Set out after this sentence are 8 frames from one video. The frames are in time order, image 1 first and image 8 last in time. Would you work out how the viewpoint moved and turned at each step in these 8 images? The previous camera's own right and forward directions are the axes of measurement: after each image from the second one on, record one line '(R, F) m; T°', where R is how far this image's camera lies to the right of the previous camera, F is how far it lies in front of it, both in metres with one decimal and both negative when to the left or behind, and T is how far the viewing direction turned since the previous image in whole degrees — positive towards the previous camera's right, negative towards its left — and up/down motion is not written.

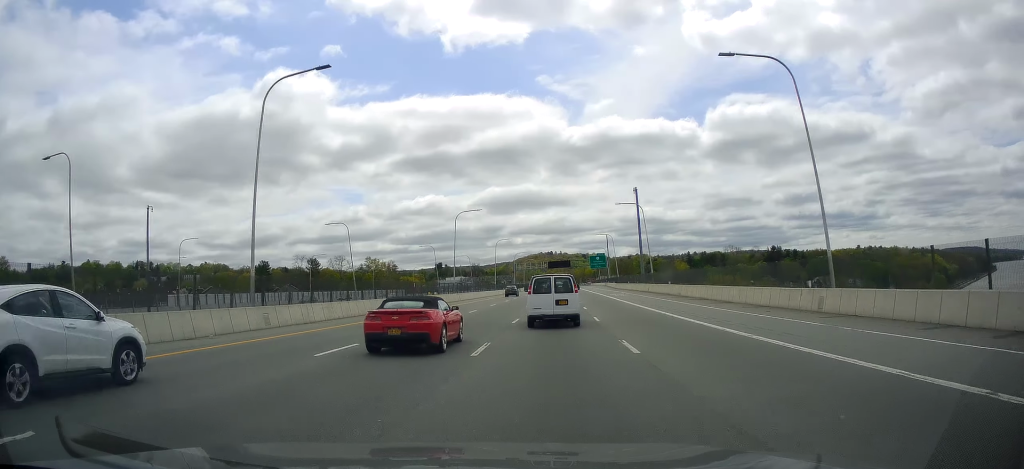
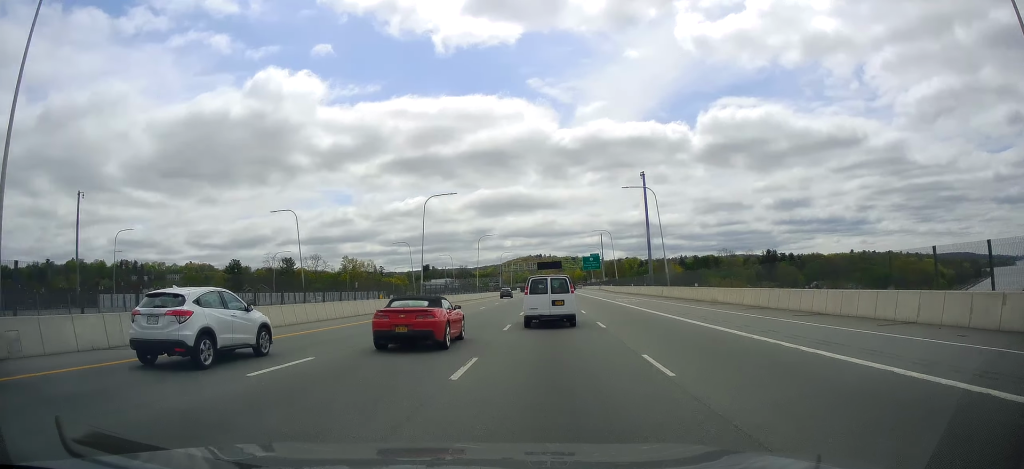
(+0.4, +15.5) m; +1°
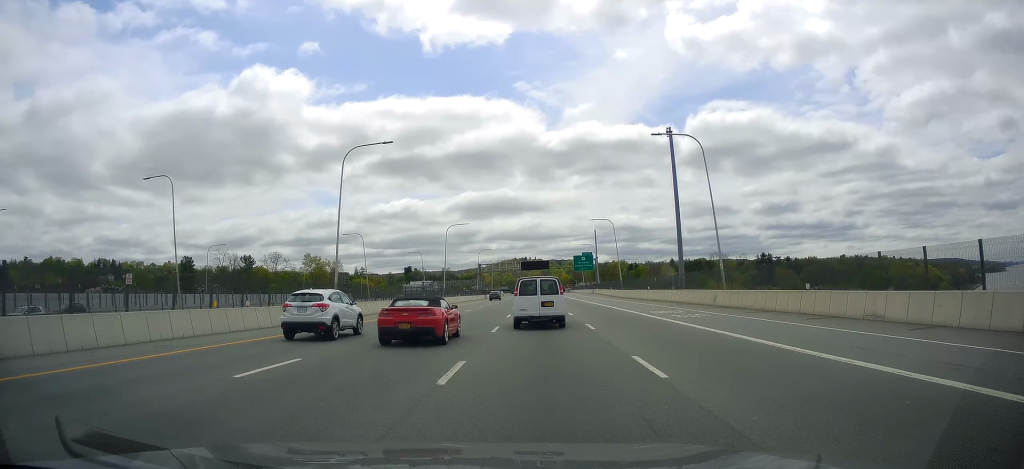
(+0.2, +24.2) m; +1°
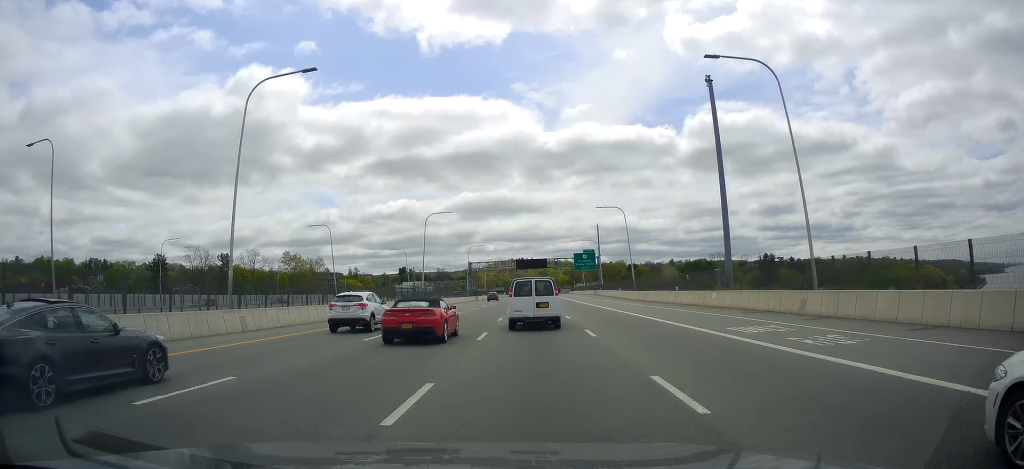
(+0.1, +14.8) m; +1°
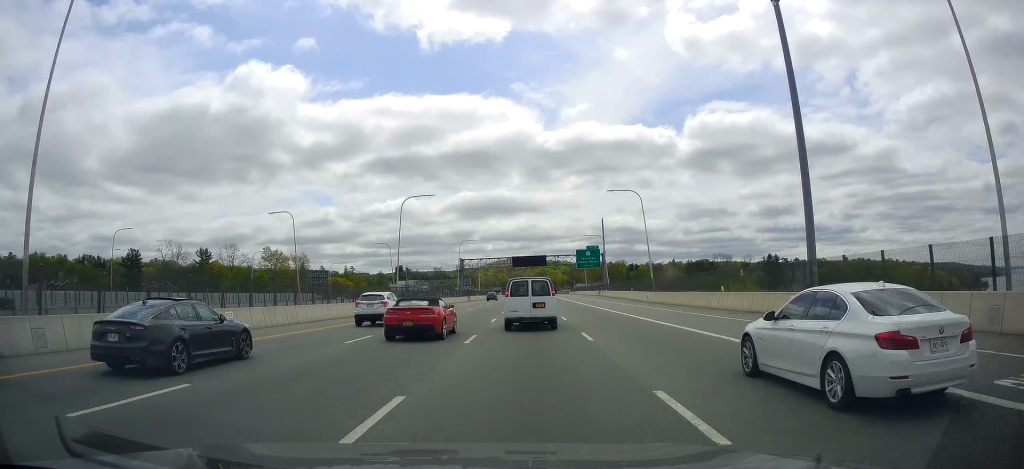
(+0.1, +13.3) m; 0°
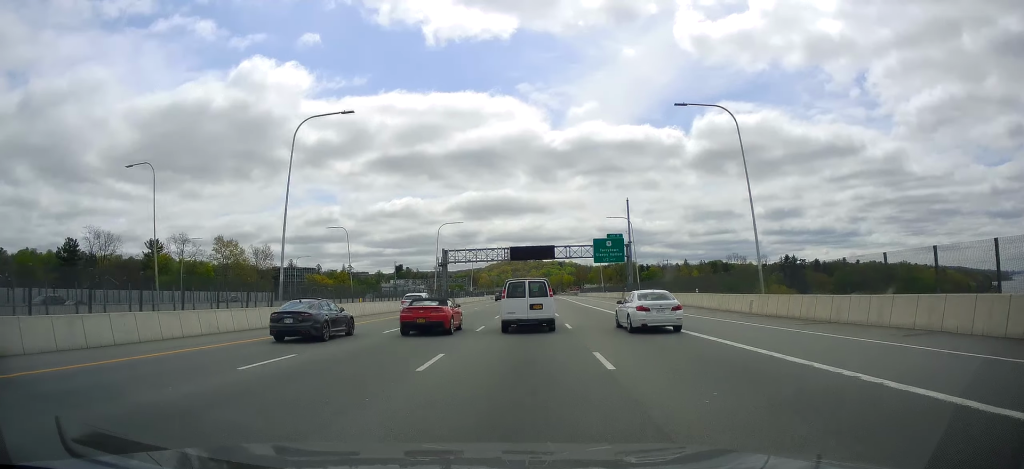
(+0.2, +30.9) m; +1°
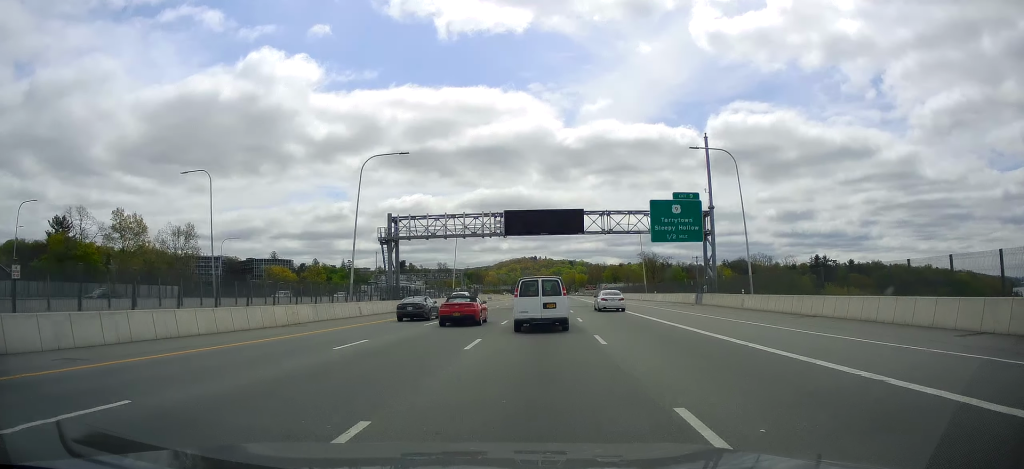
(+0.3, +44.5) m; 0°
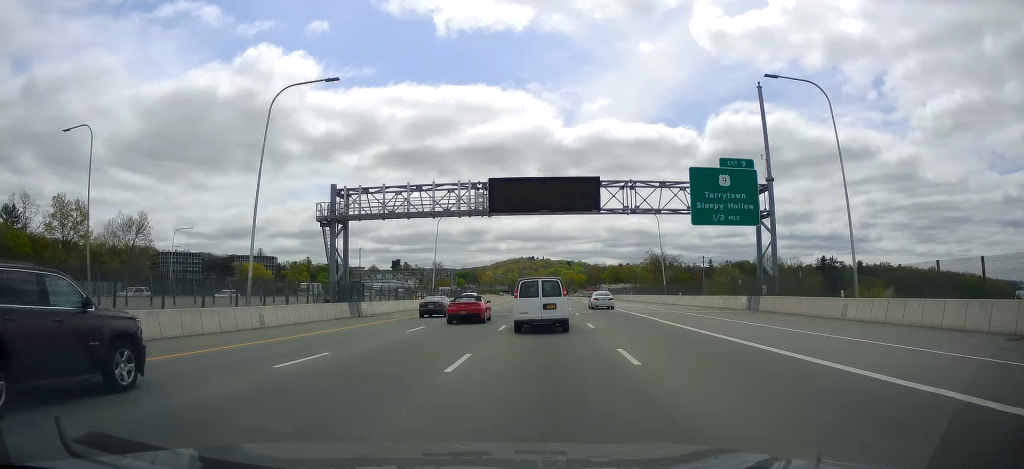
(-0.2, +16.5) m; 0°
